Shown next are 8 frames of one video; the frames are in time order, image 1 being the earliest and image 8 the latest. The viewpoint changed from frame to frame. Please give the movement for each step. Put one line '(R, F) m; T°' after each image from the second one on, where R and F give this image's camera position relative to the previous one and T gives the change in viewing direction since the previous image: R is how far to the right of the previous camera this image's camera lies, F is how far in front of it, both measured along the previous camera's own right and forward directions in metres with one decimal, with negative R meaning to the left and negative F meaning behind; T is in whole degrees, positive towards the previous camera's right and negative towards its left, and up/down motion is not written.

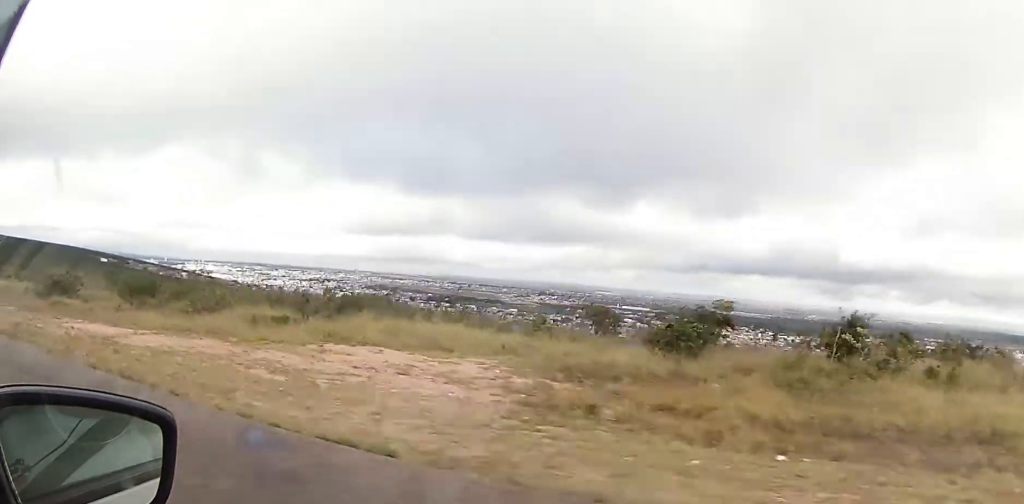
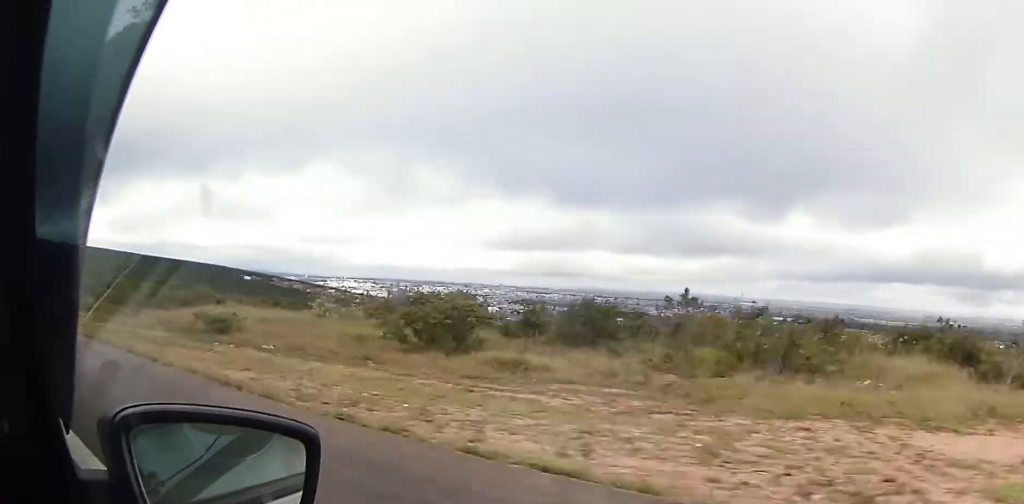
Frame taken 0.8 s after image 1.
(+0.1, +22.4) m; 0°
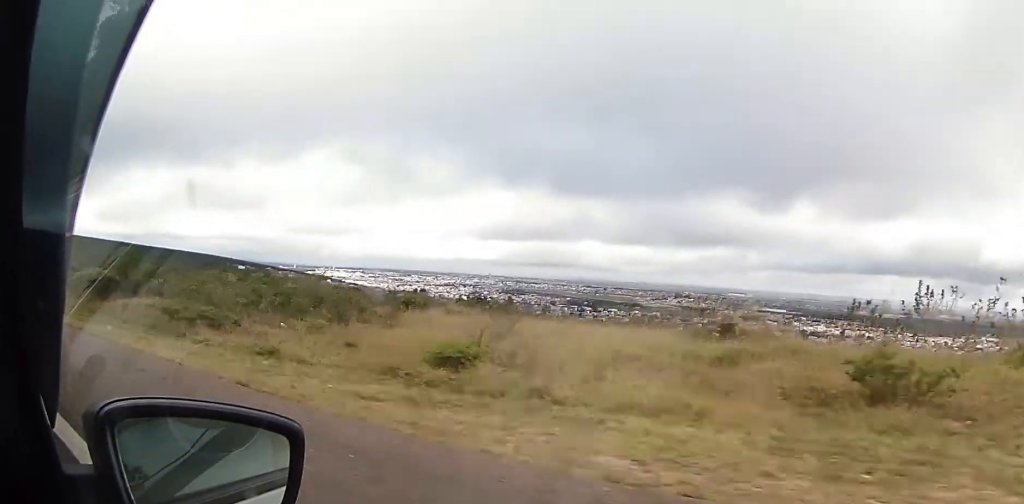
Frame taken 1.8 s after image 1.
(-0.1, +26.0) m; -1°
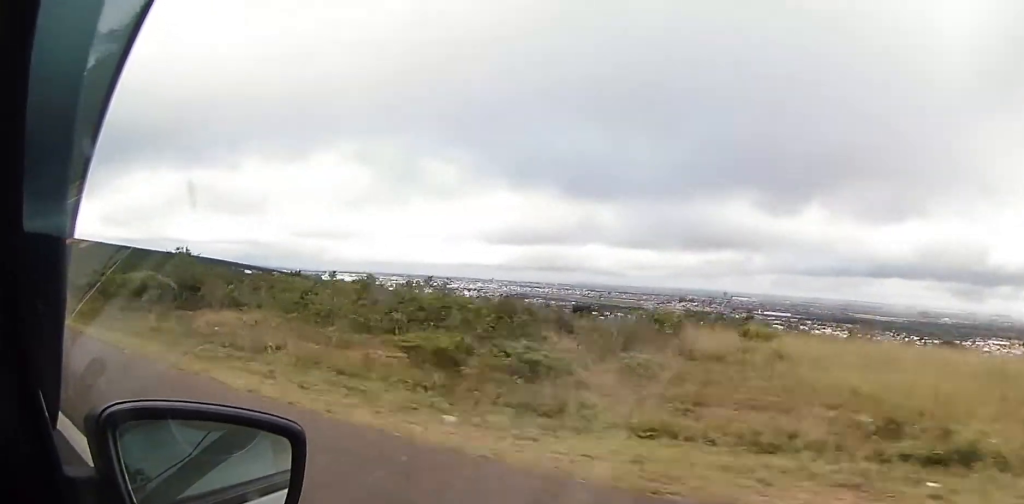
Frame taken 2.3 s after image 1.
(-0.1, +14.3) m; 0°
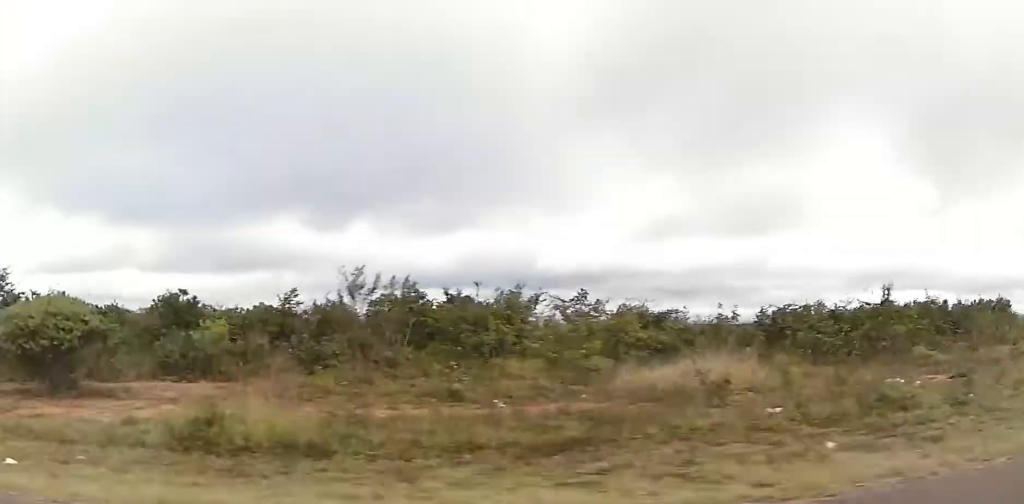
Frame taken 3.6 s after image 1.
(0.0, +33.3) m; 0°
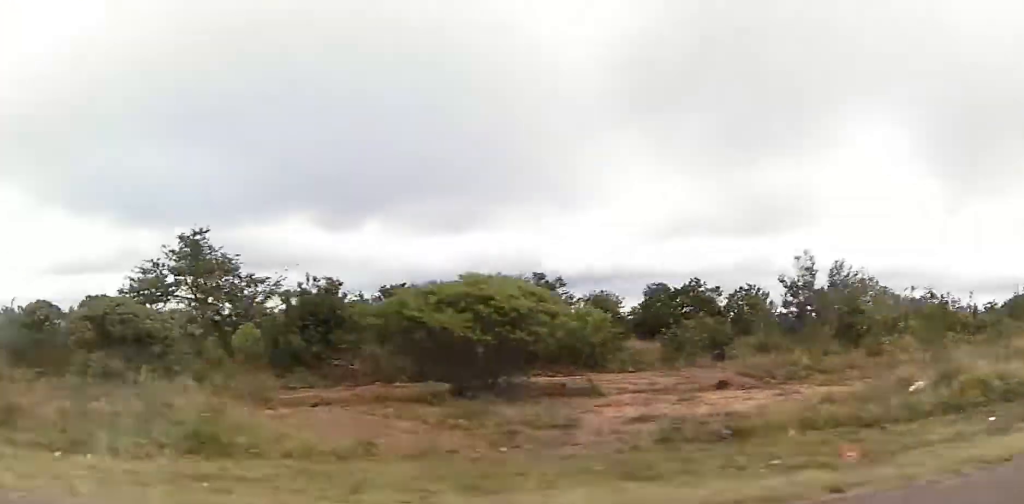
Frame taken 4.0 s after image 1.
(+0.1, +11.7) m; 0°
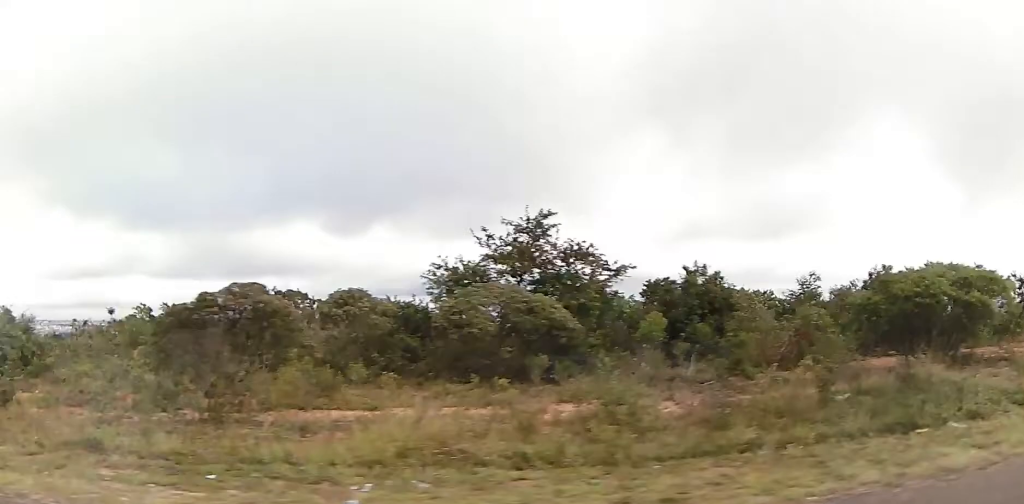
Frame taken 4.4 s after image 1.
(0.0, +11.8) m; 0°
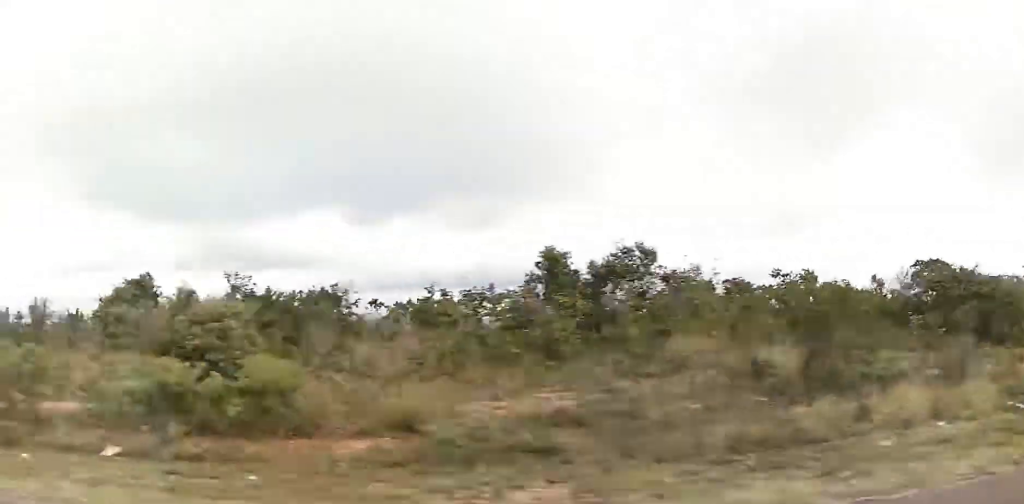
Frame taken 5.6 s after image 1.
(+0.3, +32.9) m; 0°
